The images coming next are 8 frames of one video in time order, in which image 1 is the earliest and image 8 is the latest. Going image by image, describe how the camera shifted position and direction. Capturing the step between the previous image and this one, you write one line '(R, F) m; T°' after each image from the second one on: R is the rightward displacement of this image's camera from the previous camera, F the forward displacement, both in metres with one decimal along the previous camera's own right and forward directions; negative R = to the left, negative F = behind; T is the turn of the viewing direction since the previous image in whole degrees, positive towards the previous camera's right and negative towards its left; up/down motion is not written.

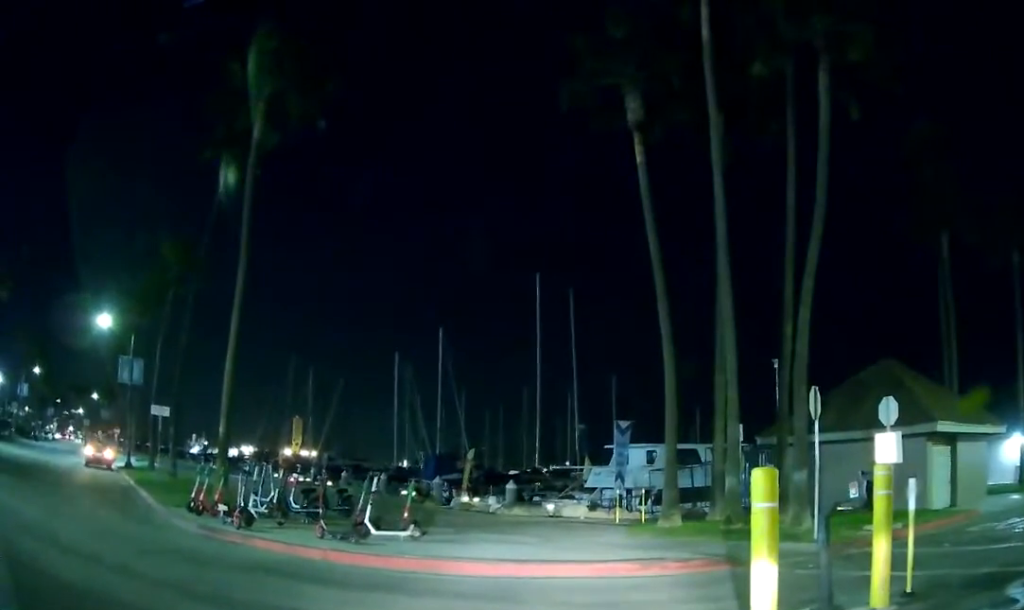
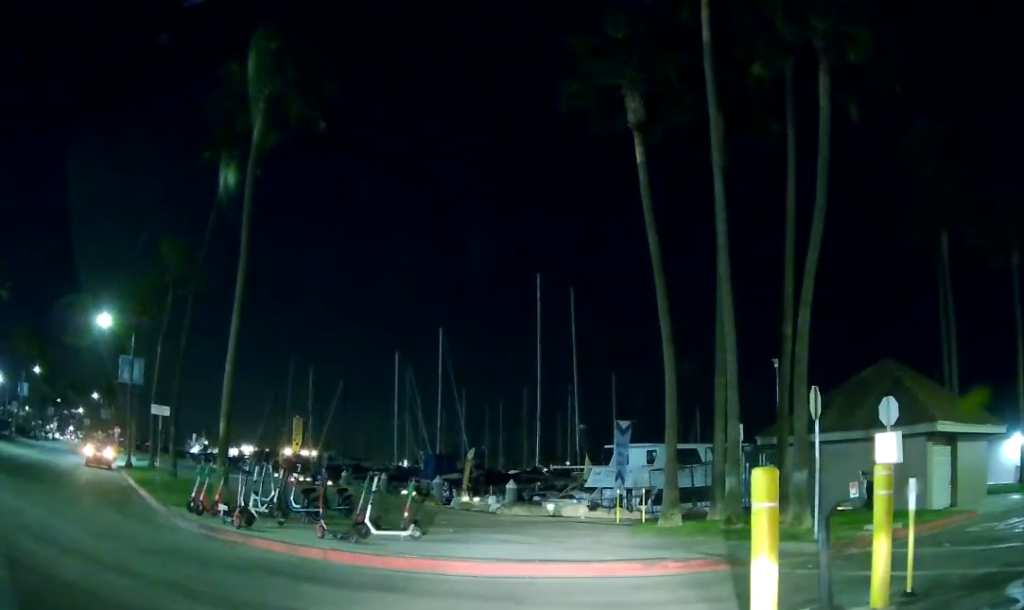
(0.0, 0.0) m; 0°
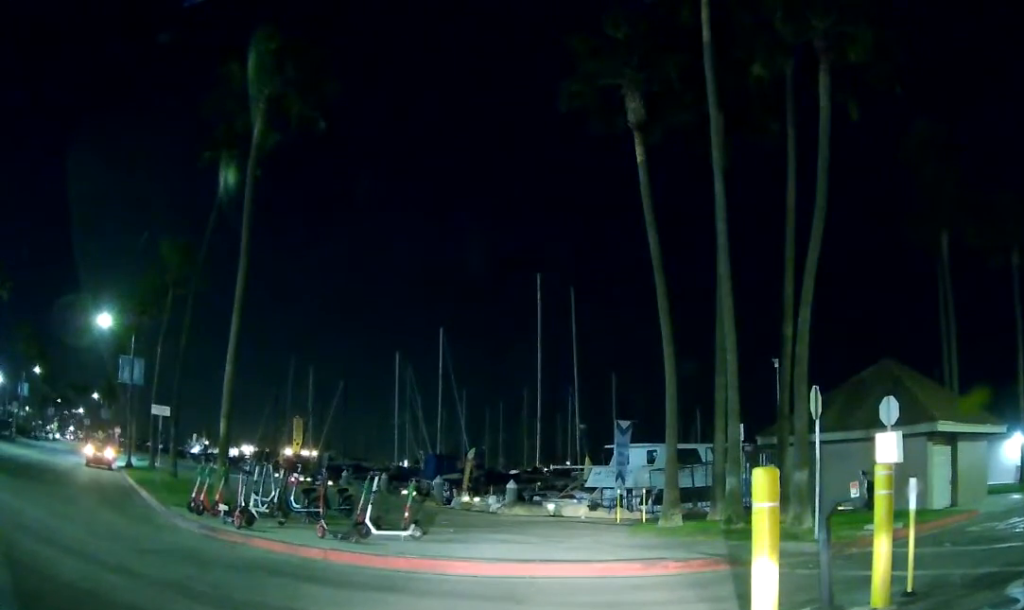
(0.0, 0.0) m; 0°
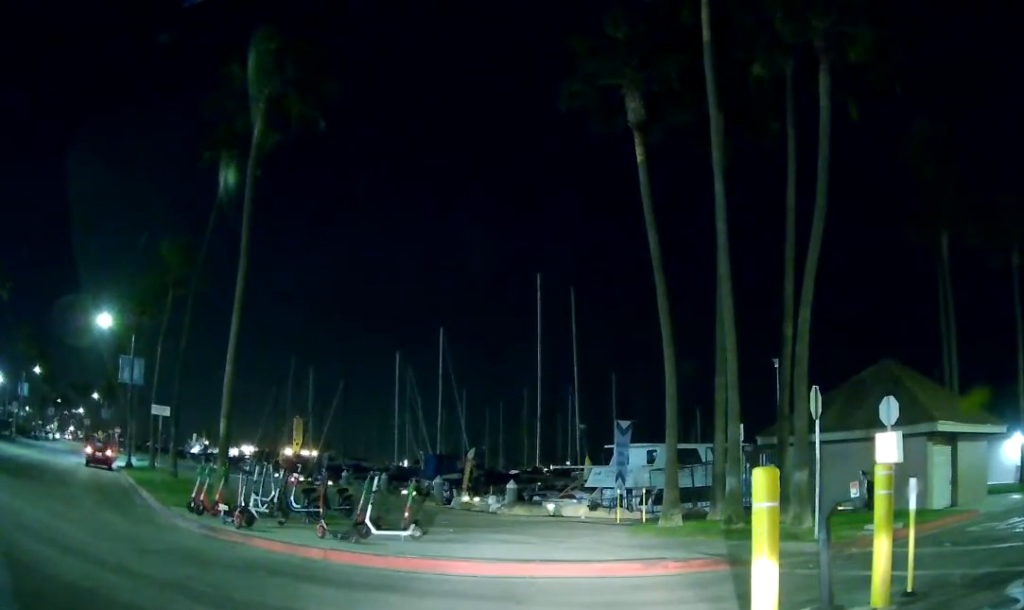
(0.0, 0.0) m; 0°
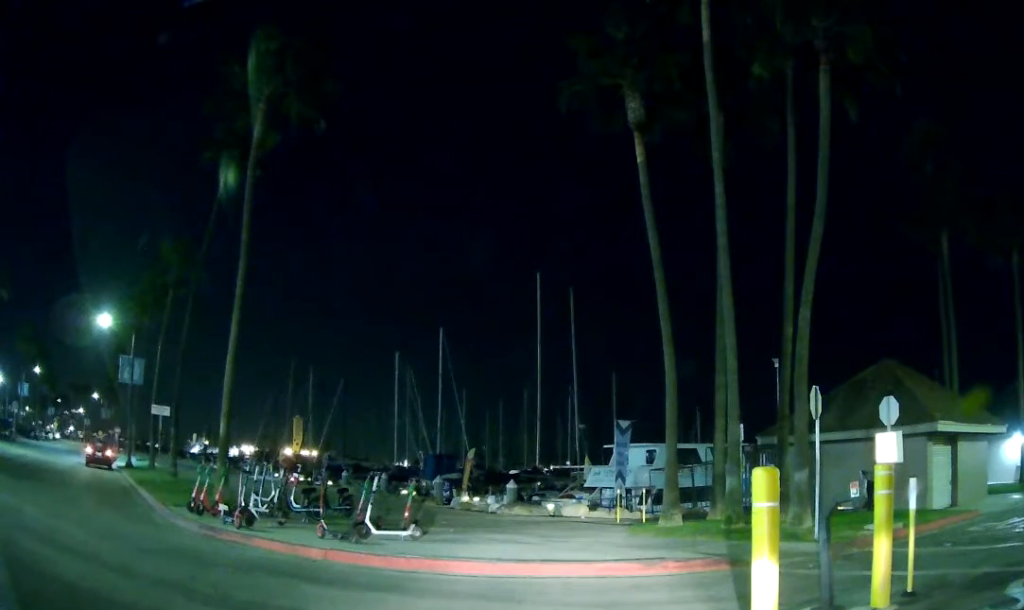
(+0.2, +0.4) m; 0°
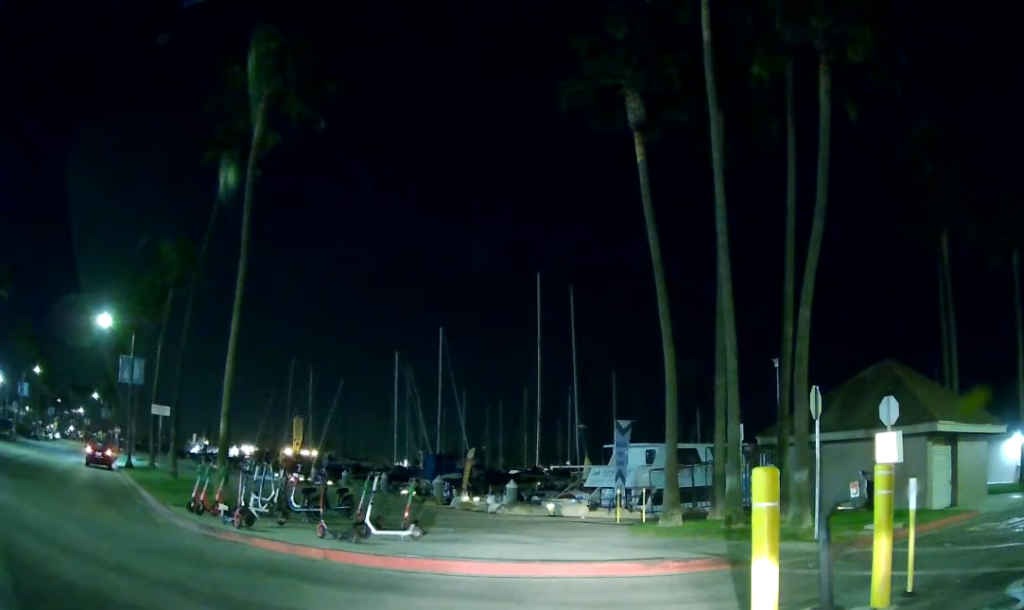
(0.0, 0.0) m; 0°
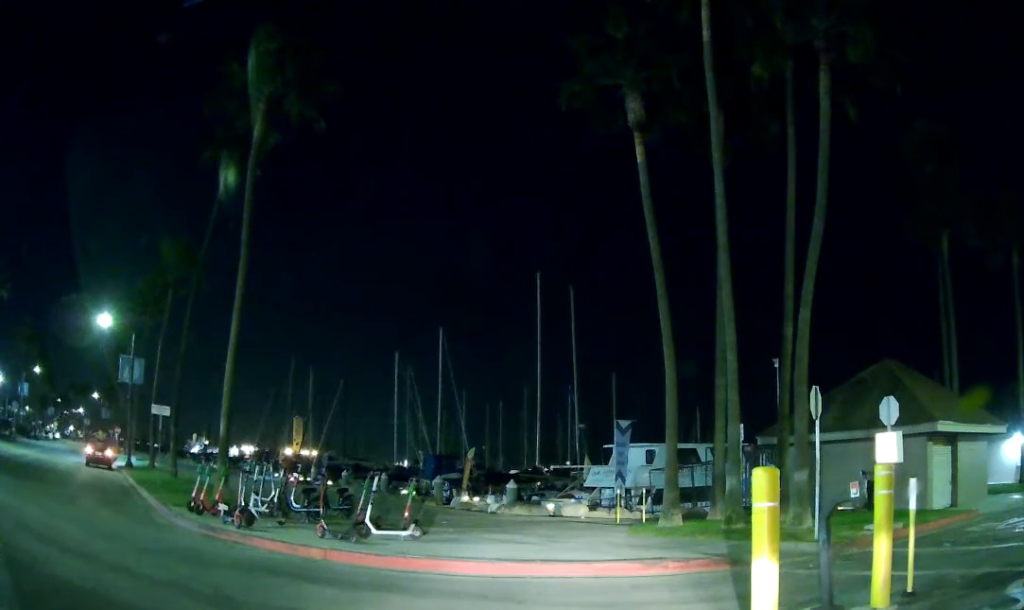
(0.0, 0.0) m; 0°
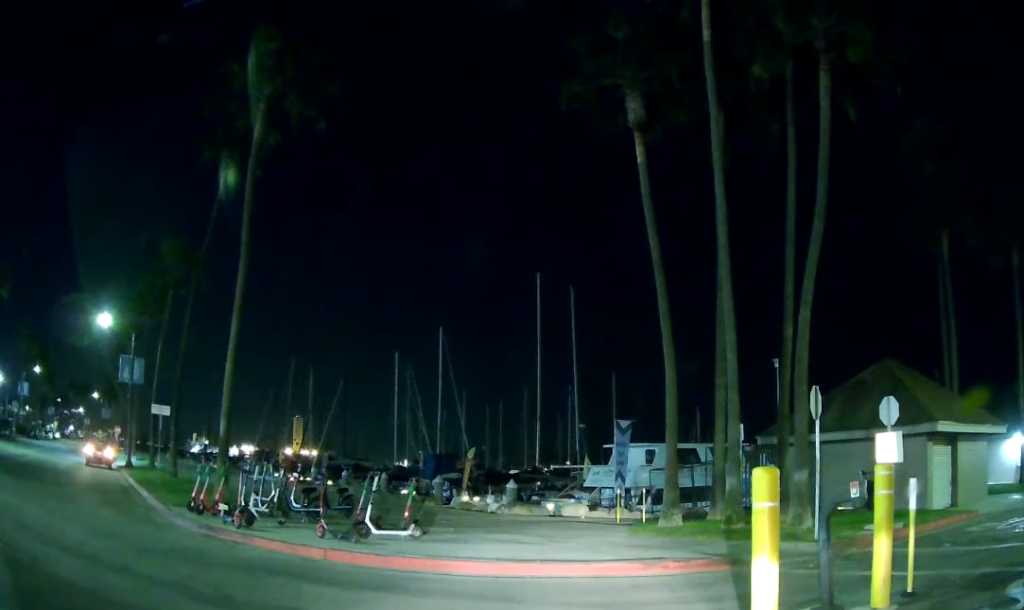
(0.0, 0.0) m; 0°
